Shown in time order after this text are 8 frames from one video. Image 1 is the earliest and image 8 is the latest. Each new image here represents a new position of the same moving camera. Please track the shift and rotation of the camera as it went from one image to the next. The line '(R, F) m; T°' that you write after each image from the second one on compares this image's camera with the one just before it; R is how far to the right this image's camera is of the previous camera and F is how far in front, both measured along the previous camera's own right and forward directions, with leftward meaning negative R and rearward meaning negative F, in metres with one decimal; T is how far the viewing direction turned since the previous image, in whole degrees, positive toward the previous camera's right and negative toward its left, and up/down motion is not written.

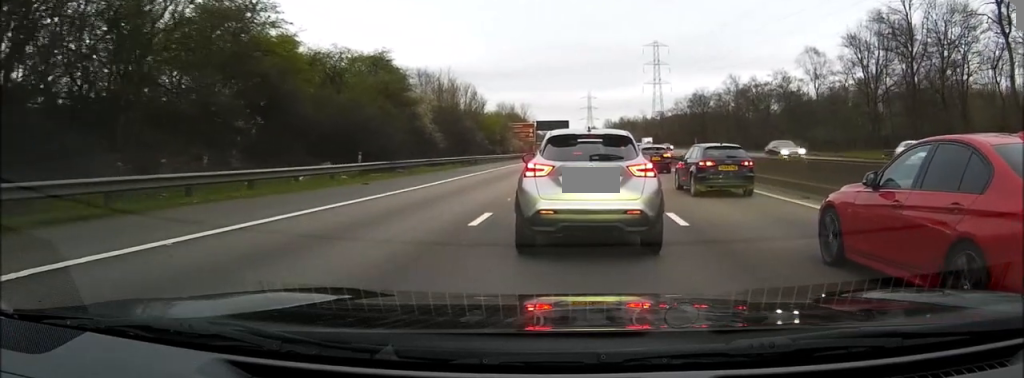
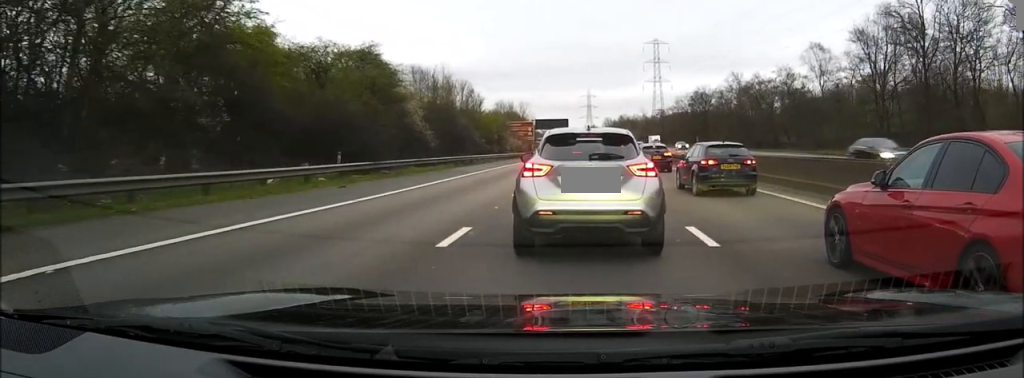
(0.0, +2.4) m; 0°
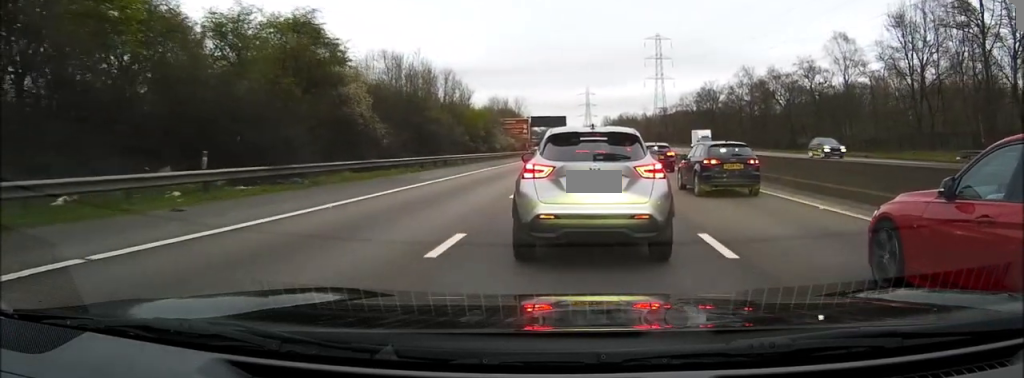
(-0.1, +9.9) m; 0°
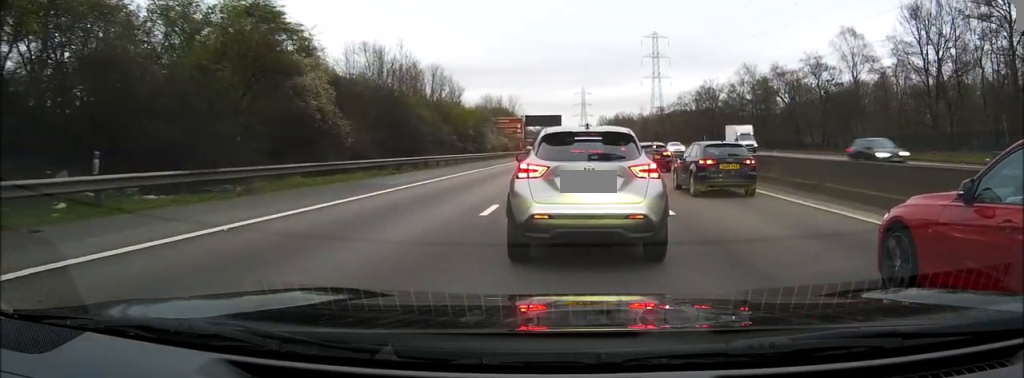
(0.0, +4.3) m; +1°
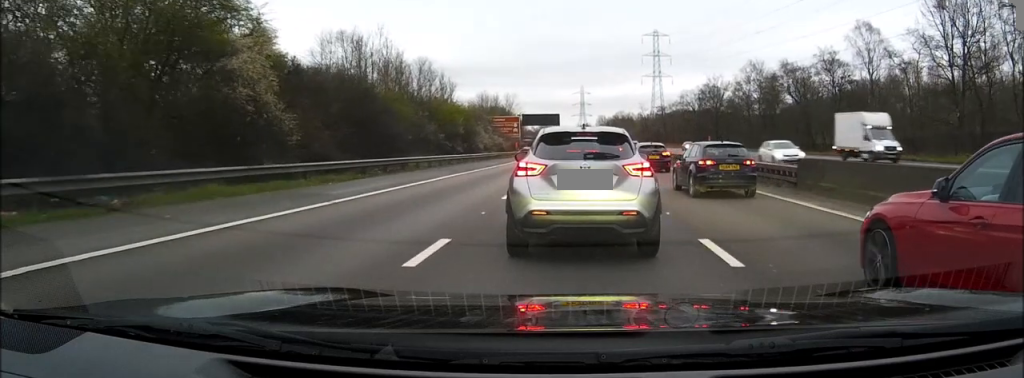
(+0.1, +5.6) m; +1°
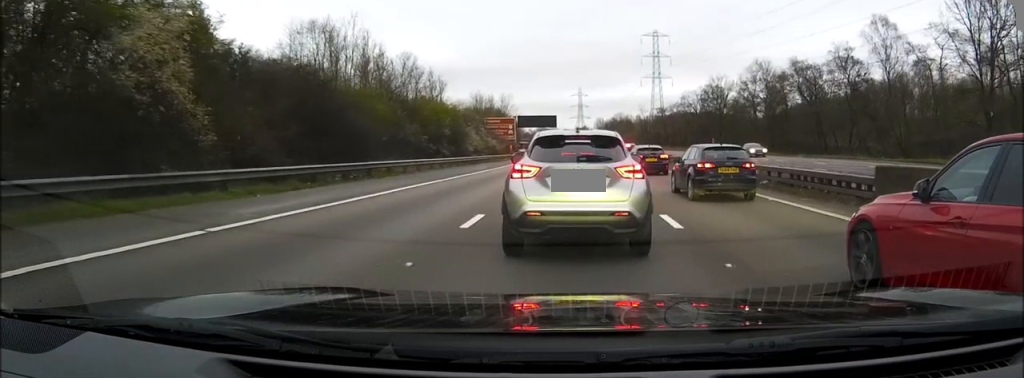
(0.0, +5.3) m; -2°
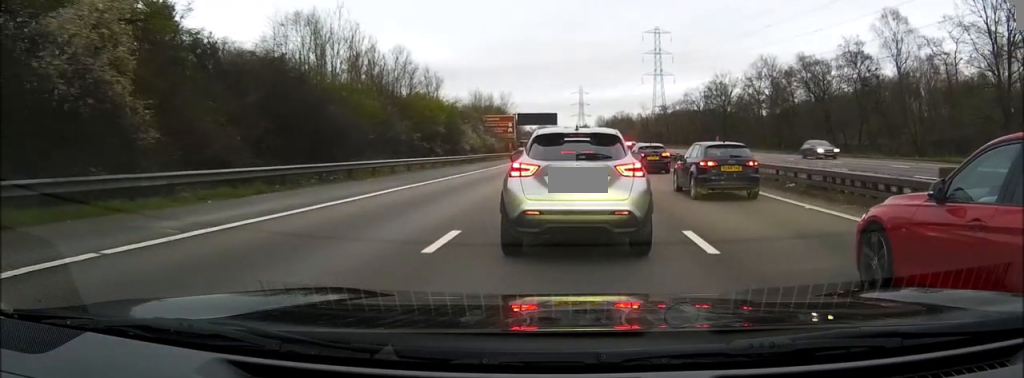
(0.0, +2.4) m; -1°
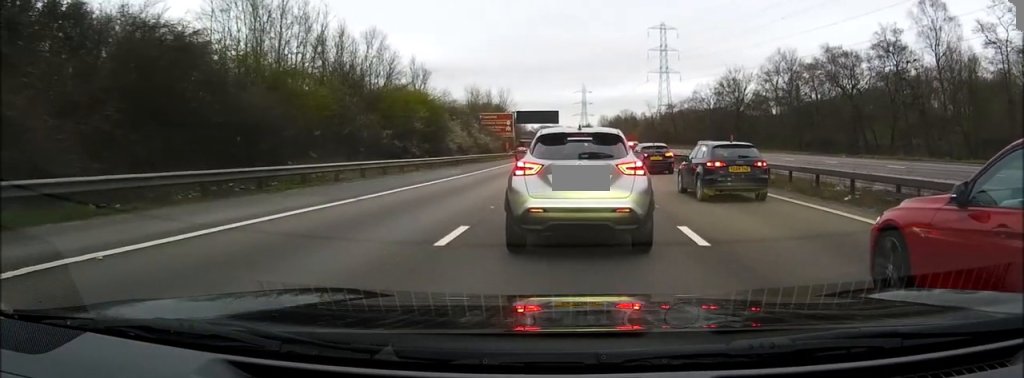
(-0.3, +7.7) m; -1°
